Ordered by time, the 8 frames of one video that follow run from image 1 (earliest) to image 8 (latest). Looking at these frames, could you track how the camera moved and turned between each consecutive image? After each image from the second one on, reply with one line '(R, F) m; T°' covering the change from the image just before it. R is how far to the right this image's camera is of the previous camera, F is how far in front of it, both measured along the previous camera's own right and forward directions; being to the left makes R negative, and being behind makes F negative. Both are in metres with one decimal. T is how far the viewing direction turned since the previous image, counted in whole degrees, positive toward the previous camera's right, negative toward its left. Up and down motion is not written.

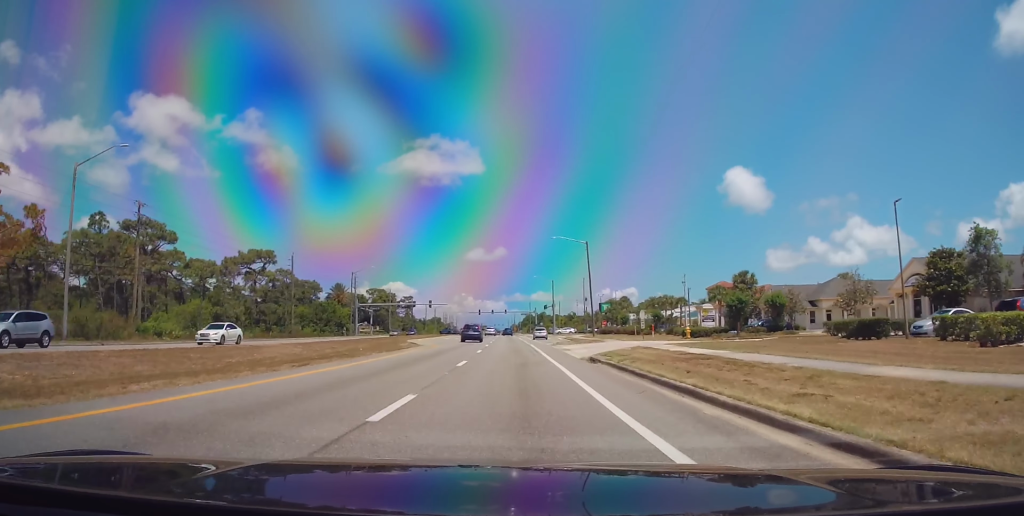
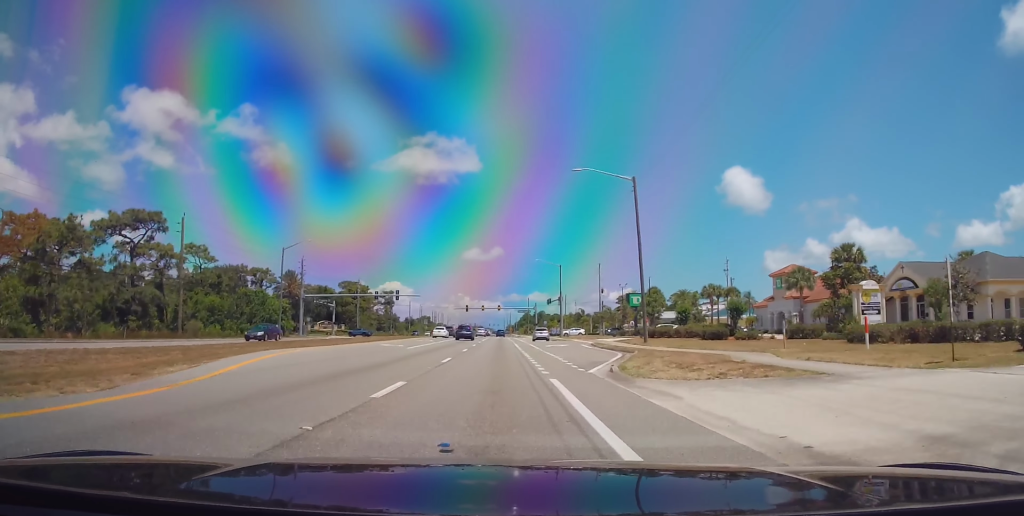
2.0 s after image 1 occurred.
(0.0, +34.2) m; 0°
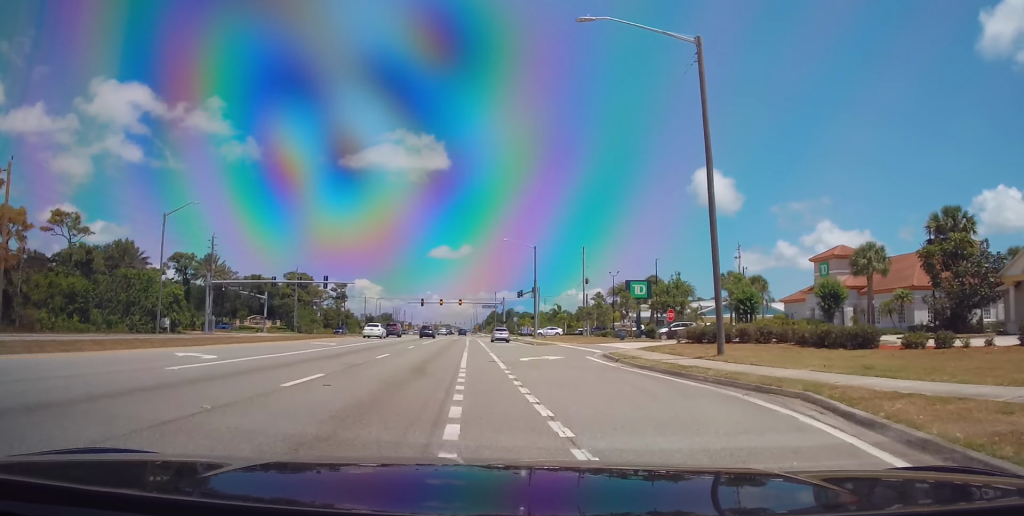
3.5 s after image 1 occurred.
(+0.4, +23.9) m; +2°
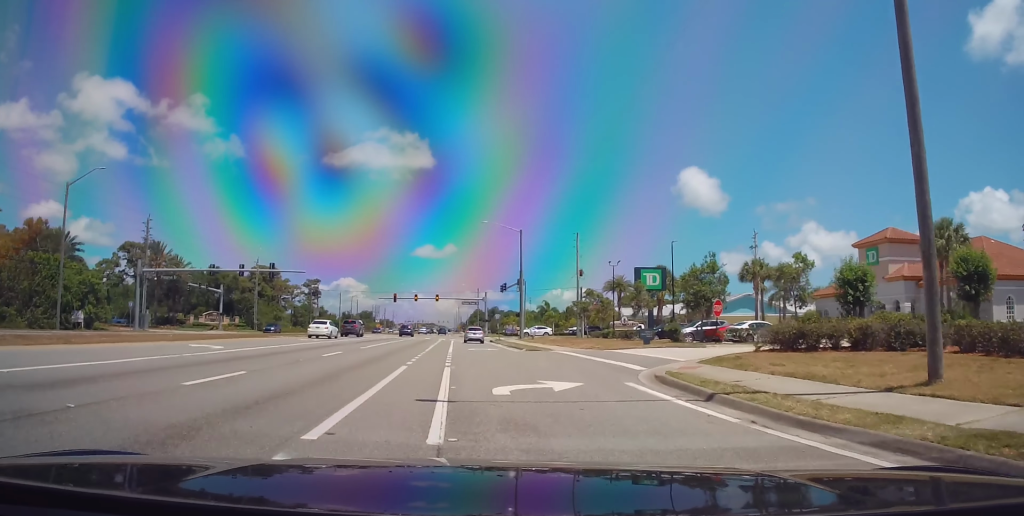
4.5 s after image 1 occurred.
(0.0, +13.6) m; +1°
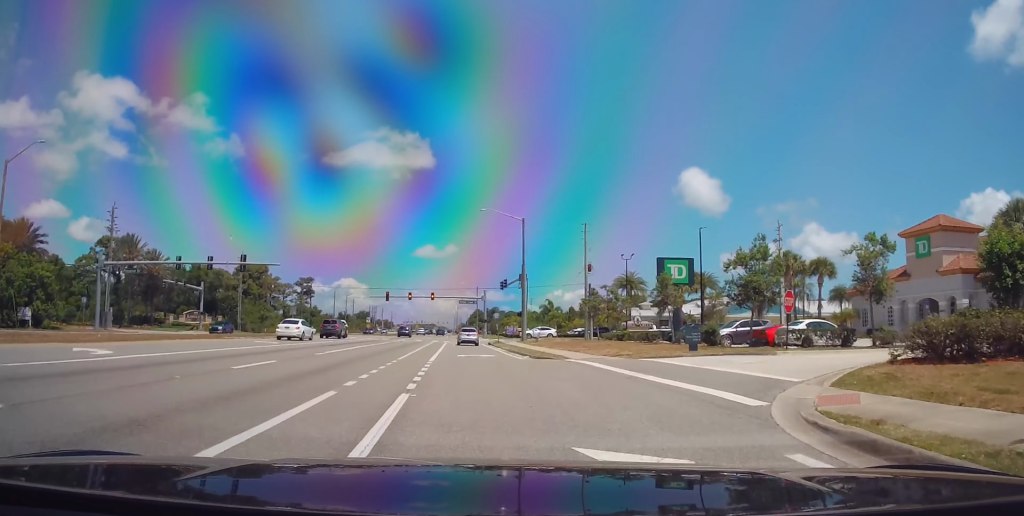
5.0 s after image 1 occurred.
(+0.3, +7.9) m; -1°
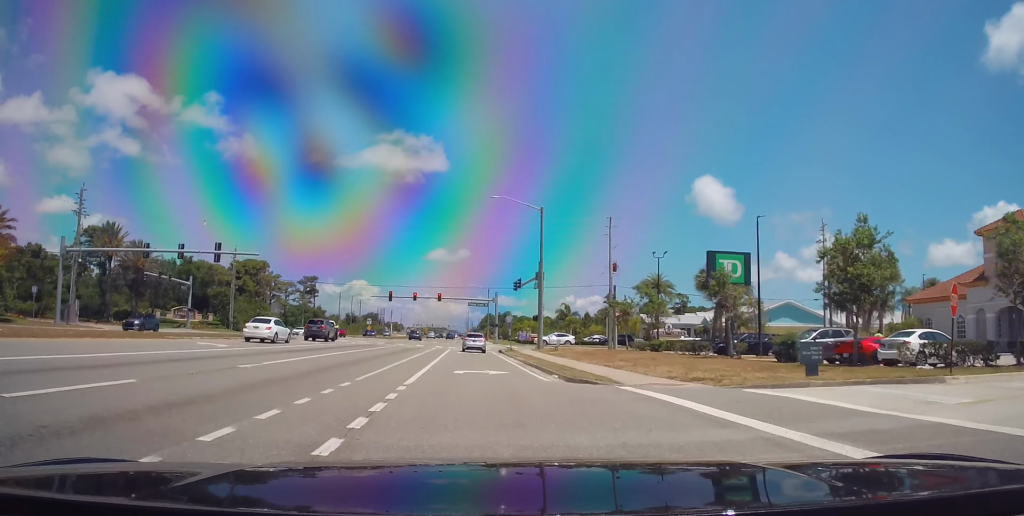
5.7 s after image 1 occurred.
(-0.1, +8.5) m; -2°
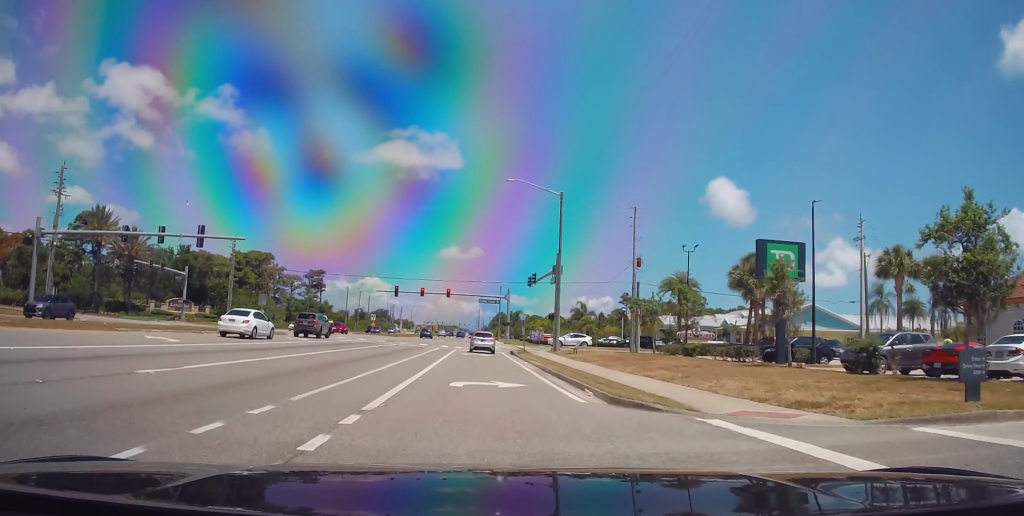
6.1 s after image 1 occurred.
(-0.3, +5.5) m; -2°
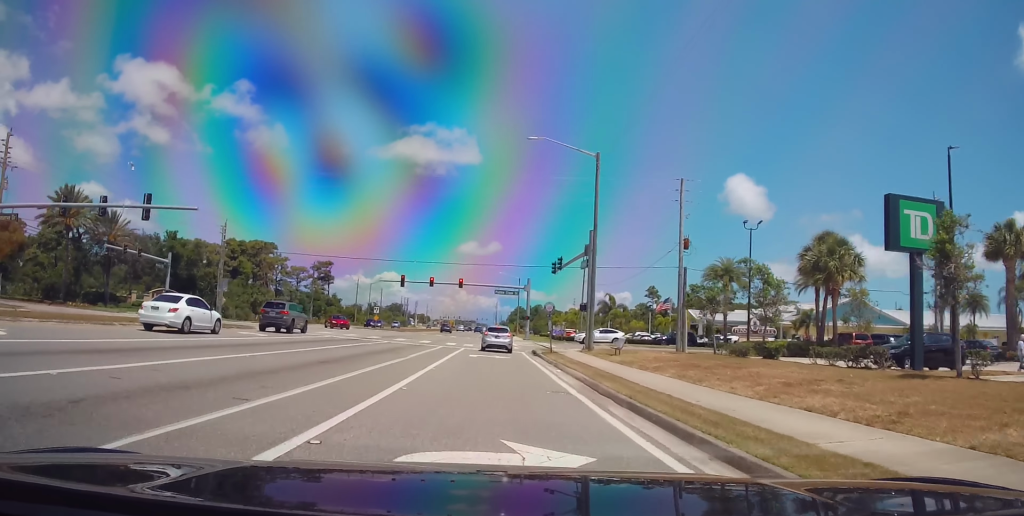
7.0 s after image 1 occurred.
(-0.2, +10.3) m; -1°
